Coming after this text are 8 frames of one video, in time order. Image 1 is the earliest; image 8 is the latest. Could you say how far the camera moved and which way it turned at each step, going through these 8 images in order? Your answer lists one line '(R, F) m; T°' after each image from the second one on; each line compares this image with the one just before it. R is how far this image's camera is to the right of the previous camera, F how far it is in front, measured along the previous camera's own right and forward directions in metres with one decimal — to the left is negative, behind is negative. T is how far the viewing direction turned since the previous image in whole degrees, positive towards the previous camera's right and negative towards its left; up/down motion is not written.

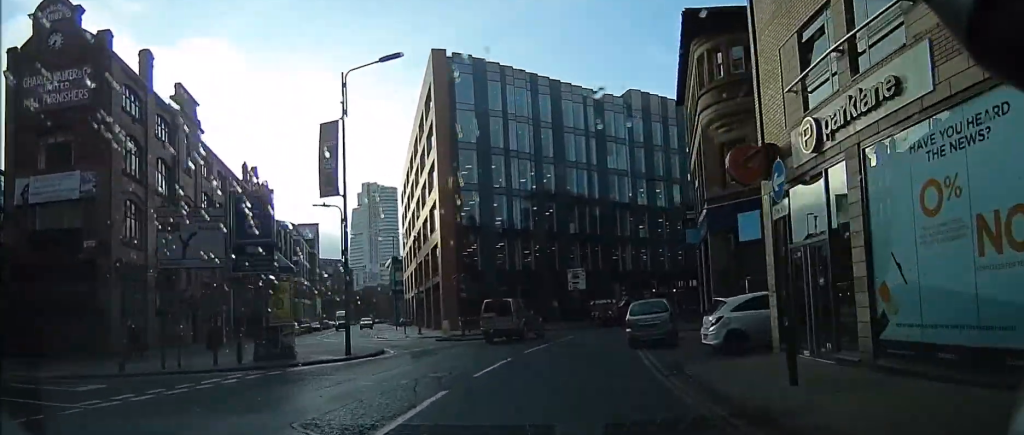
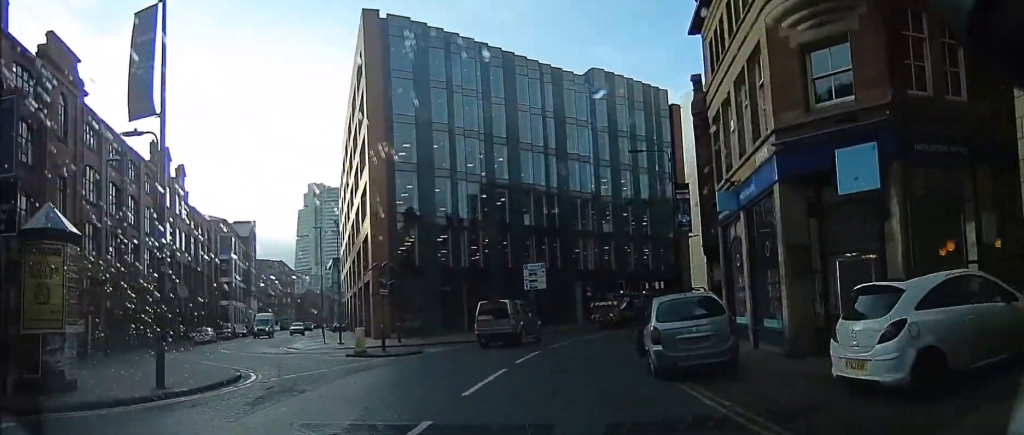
(+0.2, +8.1) m; +9°
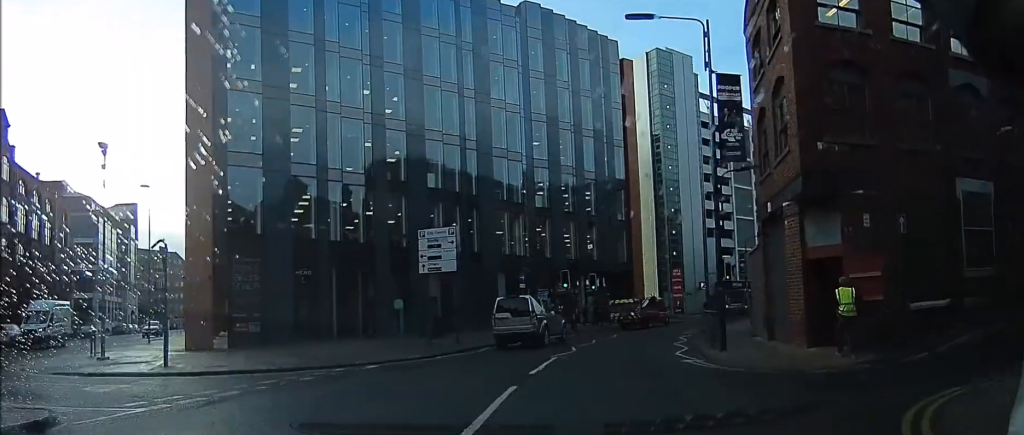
(+3.3, +14.5) m; +12°
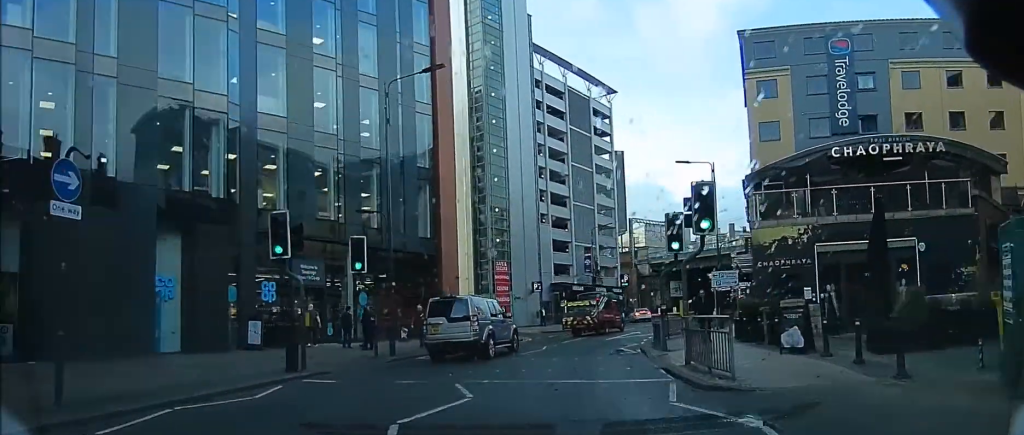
(+1.0, +21.0) m; +20°
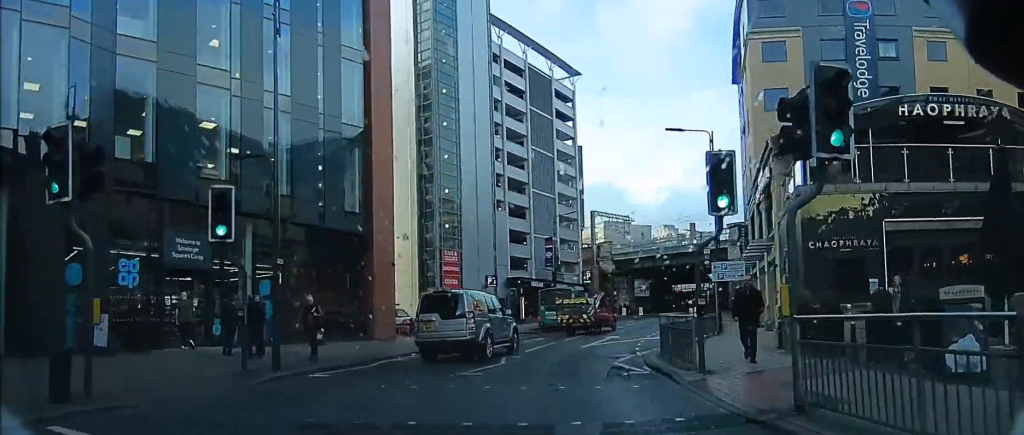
(+0.8, +6.2) m; +7°
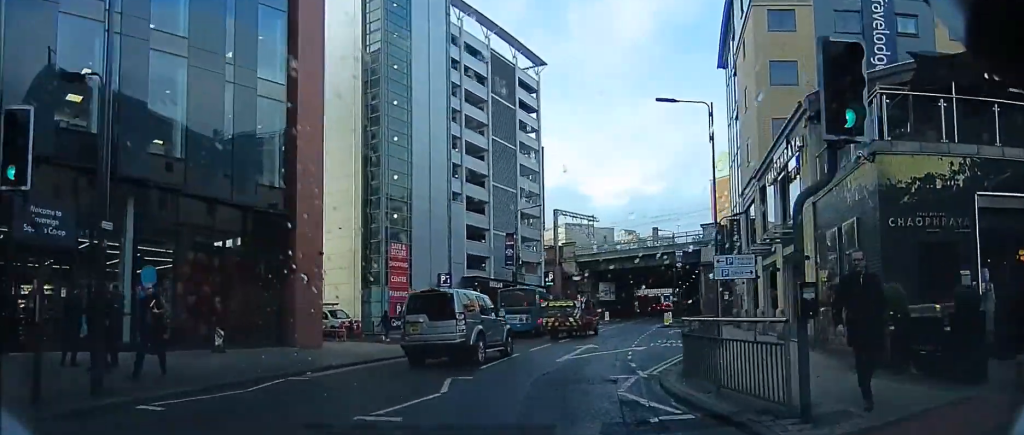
(+0.1, +4.7) m; +2°
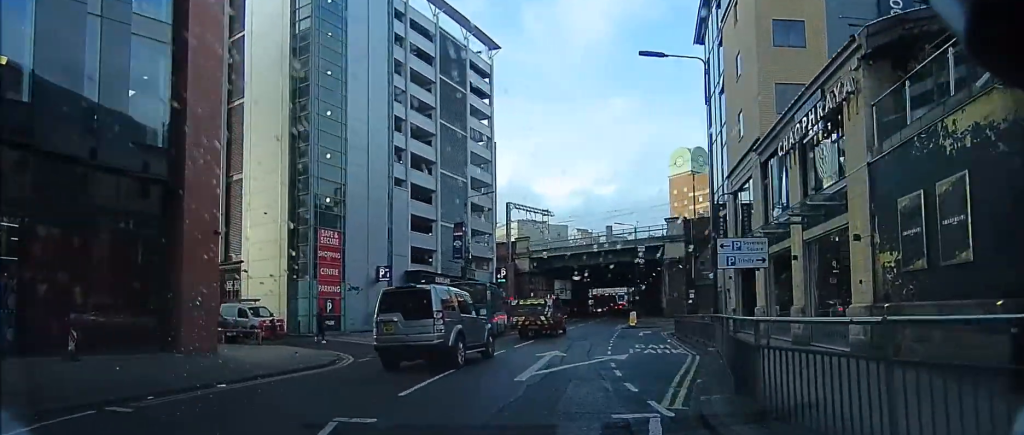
(0.0, +4.4) m; +1°
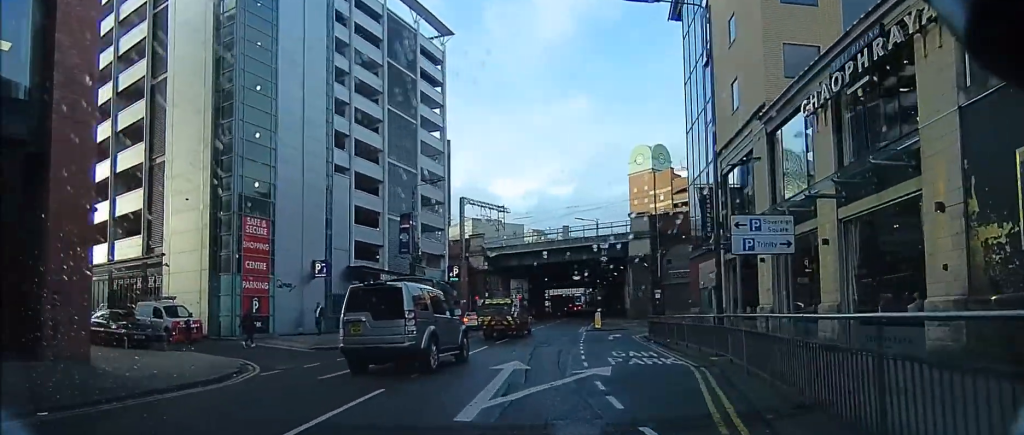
(+0.1, +3.7) m; +3°
